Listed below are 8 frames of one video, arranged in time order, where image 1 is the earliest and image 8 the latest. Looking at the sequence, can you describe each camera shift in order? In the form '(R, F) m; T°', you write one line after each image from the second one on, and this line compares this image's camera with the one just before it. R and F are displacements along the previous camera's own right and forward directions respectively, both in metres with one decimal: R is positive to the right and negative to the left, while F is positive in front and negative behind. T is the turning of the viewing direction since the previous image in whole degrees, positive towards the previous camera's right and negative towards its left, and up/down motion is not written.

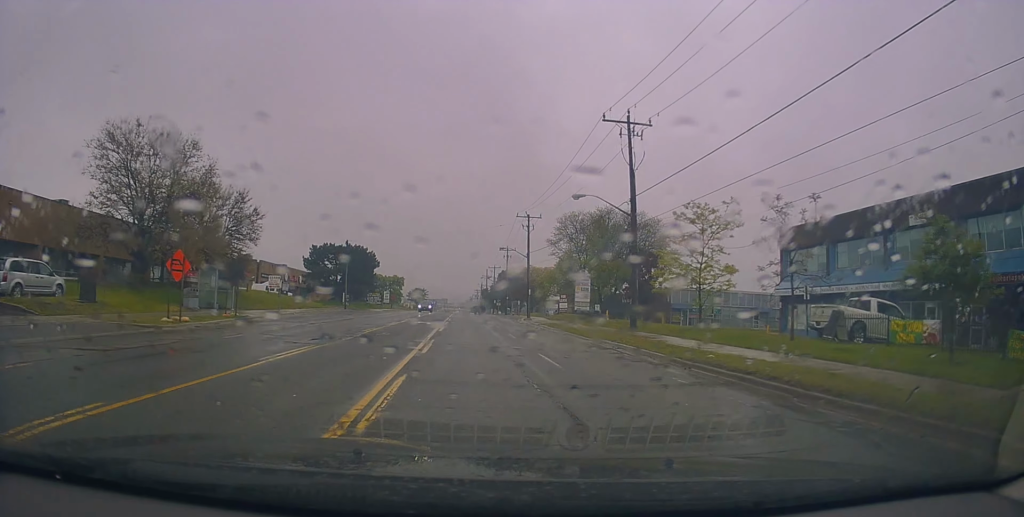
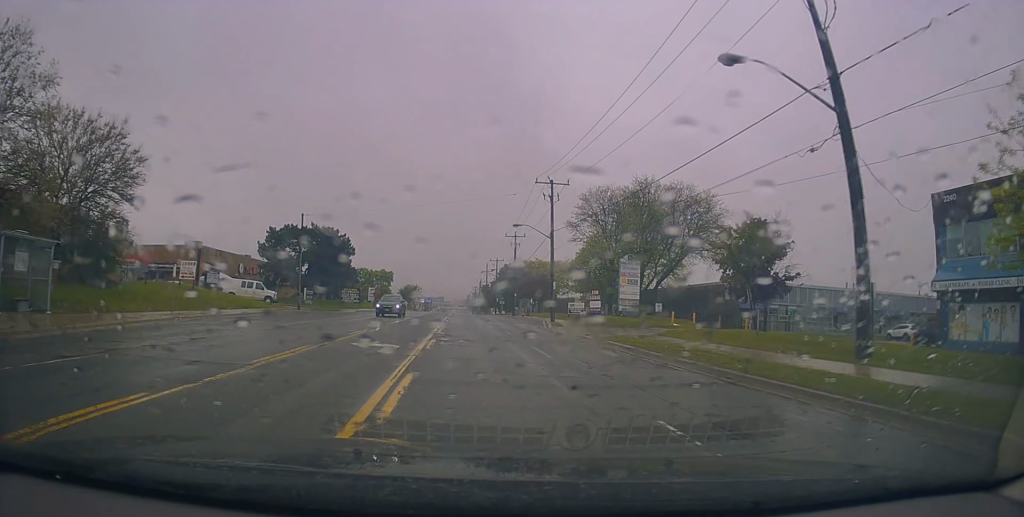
(0.0, +18.8) m; +1°
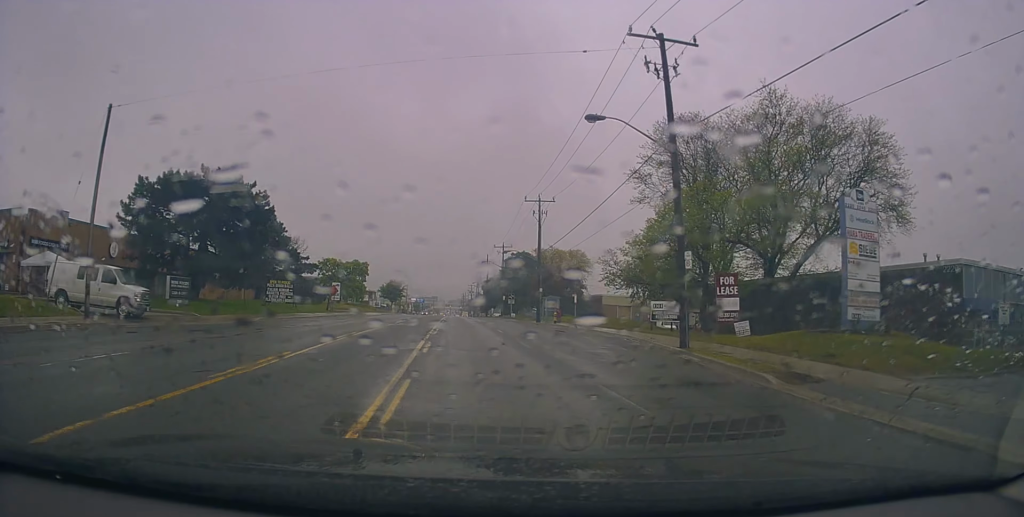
(-0.4, +28.6) m; 0°
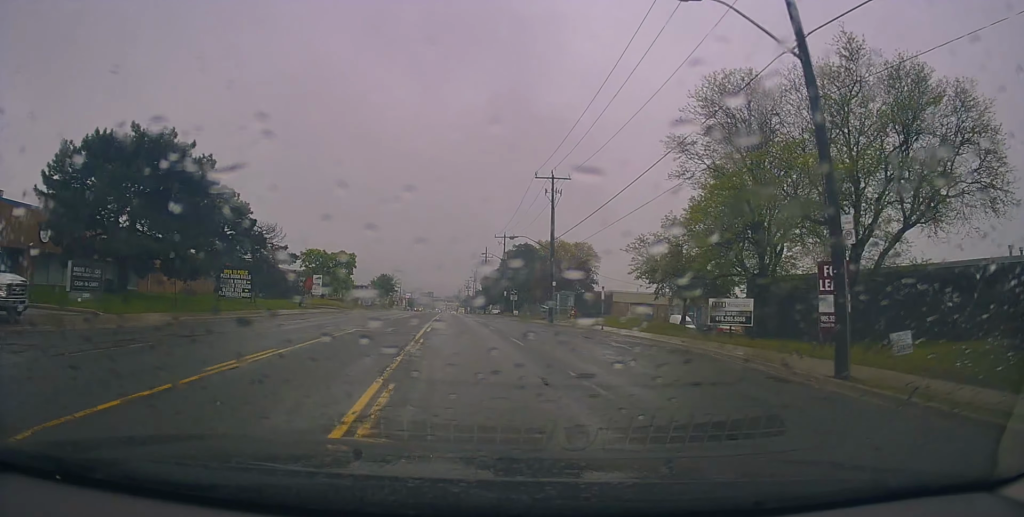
(+0.6, +9.2) m; +1°
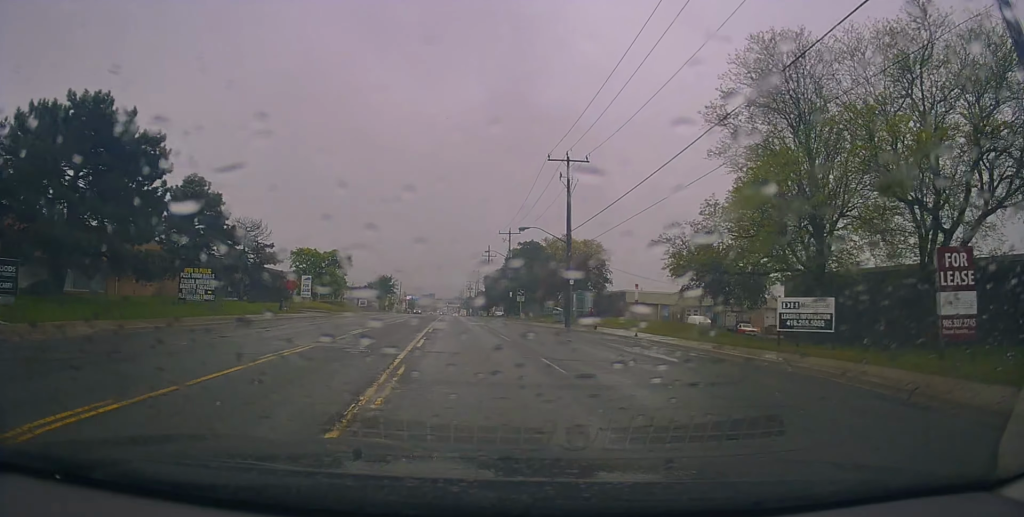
(-0.1, +6.2) m; -1°
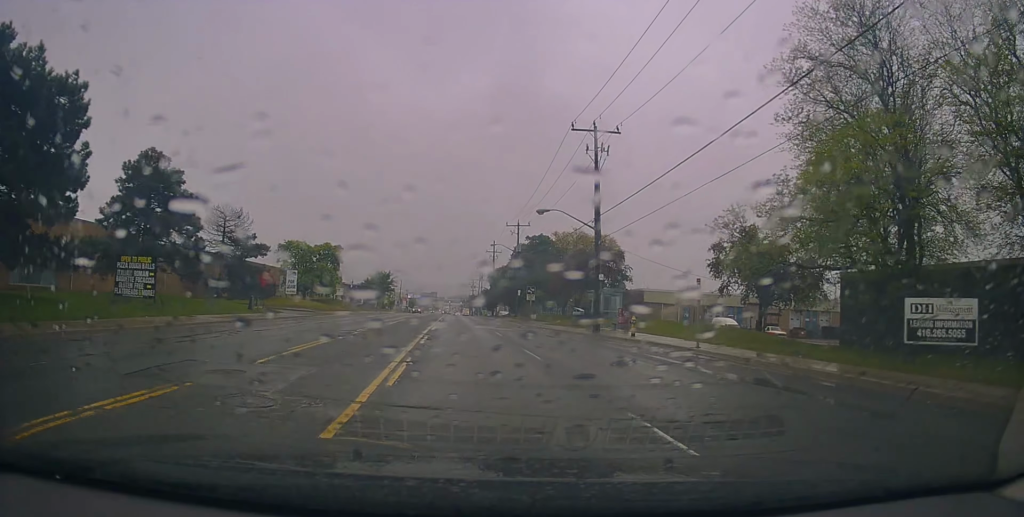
(-0.2, +6.9) m; -1°
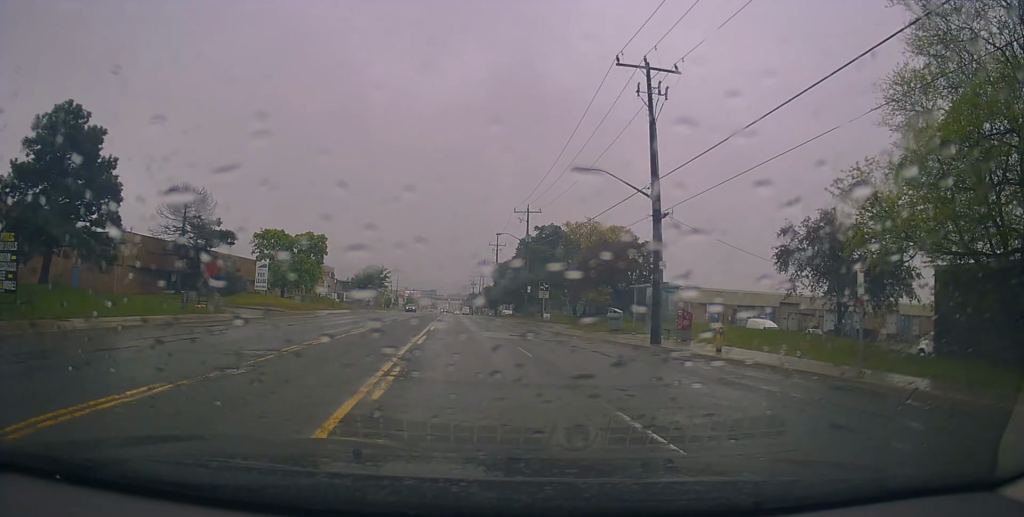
(-0.1, +9.7) m; -1°
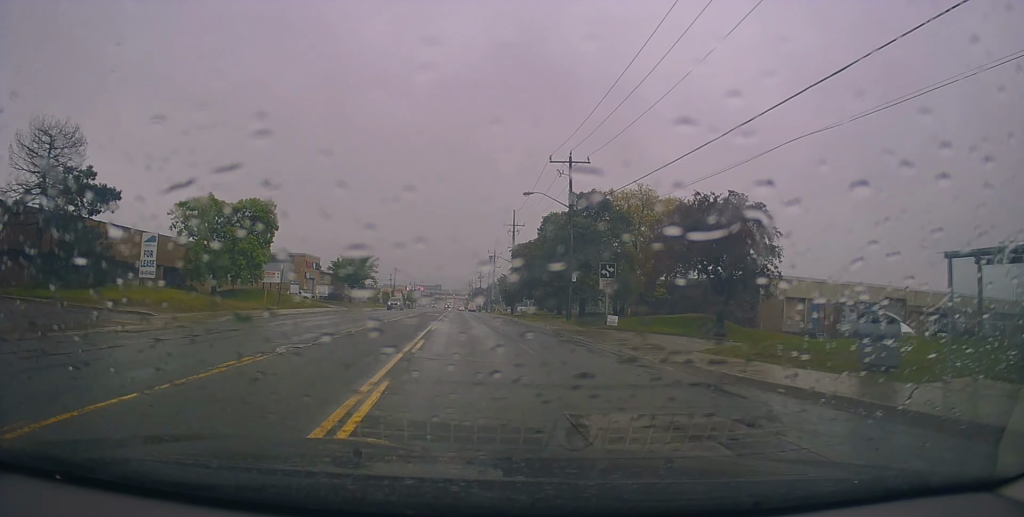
(0.0, +20.4) m; -2°
